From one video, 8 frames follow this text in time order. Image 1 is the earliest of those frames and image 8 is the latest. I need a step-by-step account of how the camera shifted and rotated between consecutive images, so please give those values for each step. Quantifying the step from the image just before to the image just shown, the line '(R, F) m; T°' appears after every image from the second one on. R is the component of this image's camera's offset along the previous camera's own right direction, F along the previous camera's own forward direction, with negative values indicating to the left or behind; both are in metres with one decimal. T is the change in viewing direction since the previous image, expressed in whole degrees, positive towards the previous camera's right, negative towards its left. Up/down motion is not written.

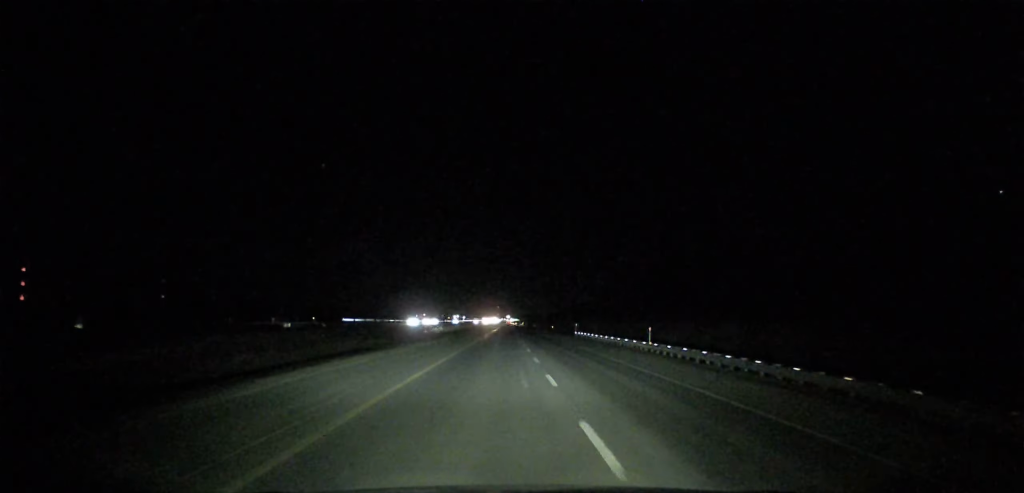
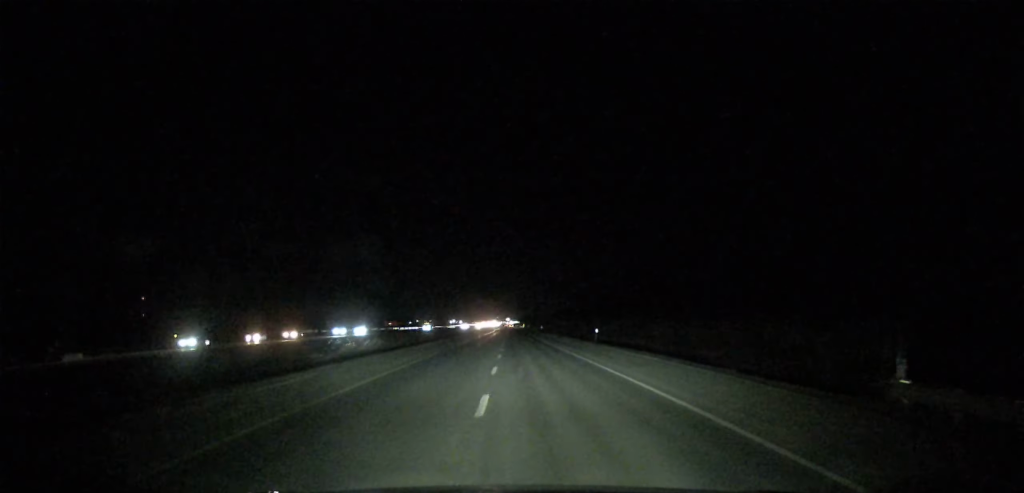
(+0.2, +85.4) m; 0°
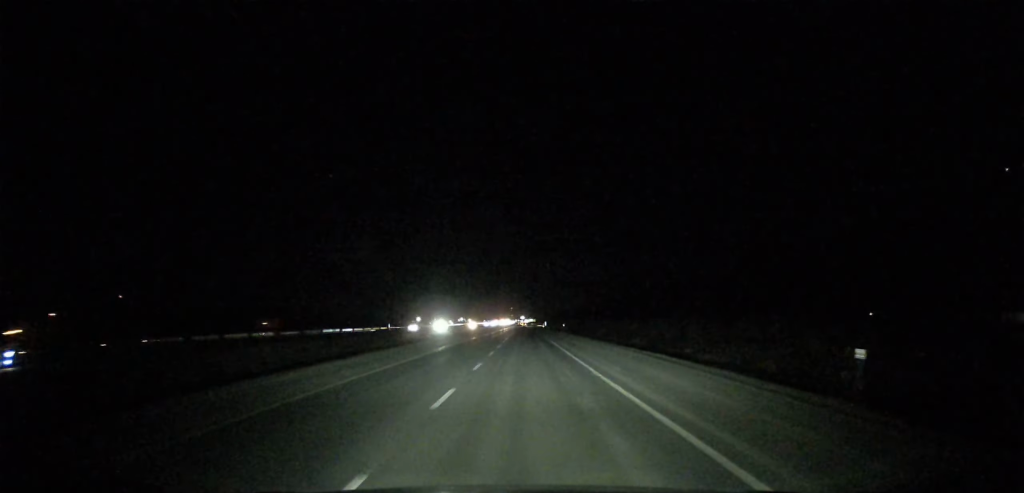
(-0.3, +150.0) m; 0°
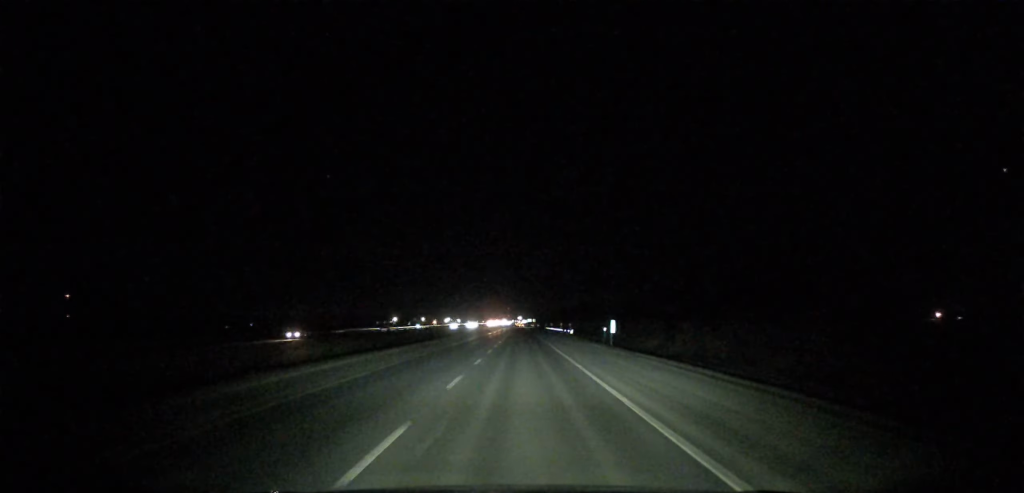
(-0.3, +176.3) m; 0°
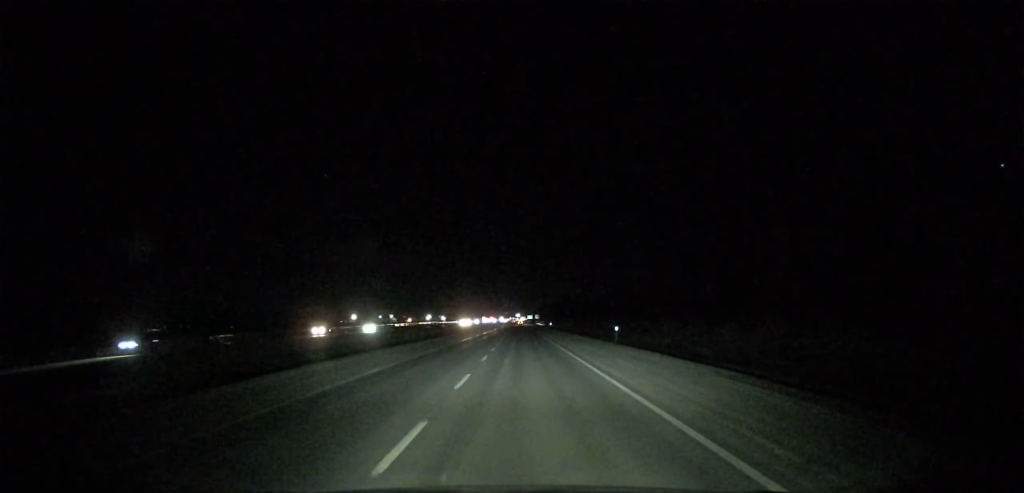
(-0.3, +212.8) m; 0°
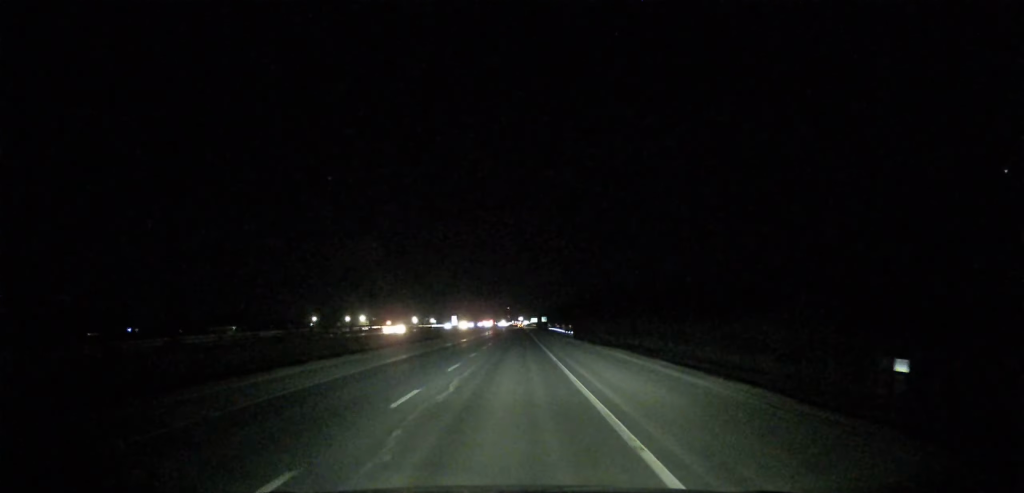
(+0.9, +140.5) m; 0°
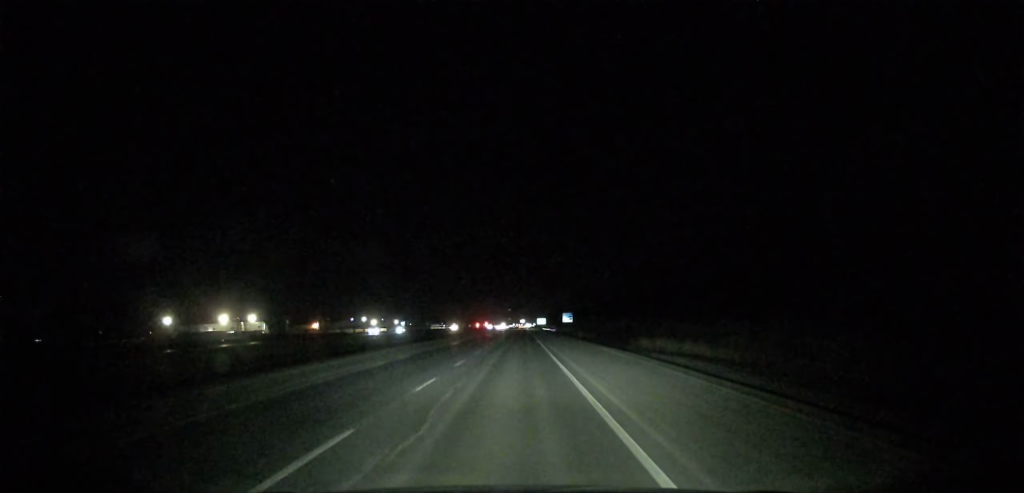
(-1.1, +233.4) m; 0°
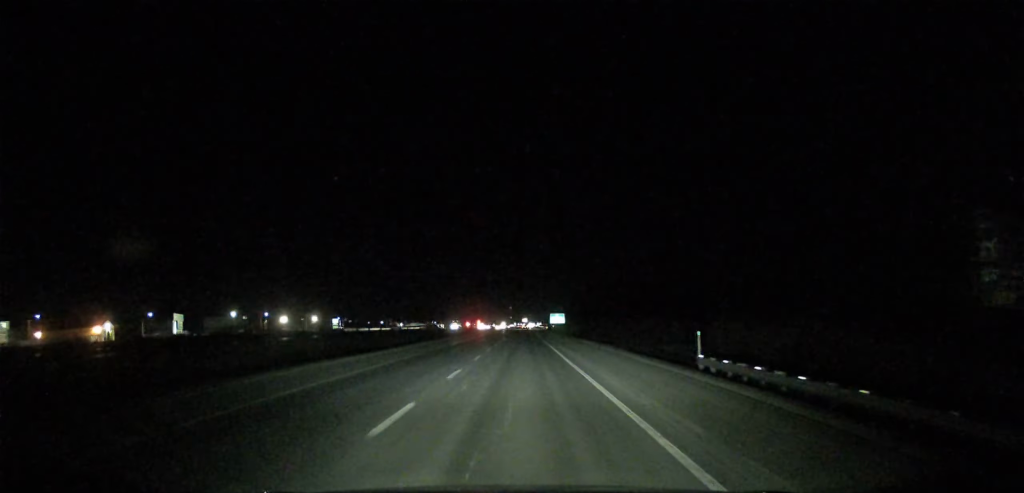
(+0.5, +229.8) m; 0°
